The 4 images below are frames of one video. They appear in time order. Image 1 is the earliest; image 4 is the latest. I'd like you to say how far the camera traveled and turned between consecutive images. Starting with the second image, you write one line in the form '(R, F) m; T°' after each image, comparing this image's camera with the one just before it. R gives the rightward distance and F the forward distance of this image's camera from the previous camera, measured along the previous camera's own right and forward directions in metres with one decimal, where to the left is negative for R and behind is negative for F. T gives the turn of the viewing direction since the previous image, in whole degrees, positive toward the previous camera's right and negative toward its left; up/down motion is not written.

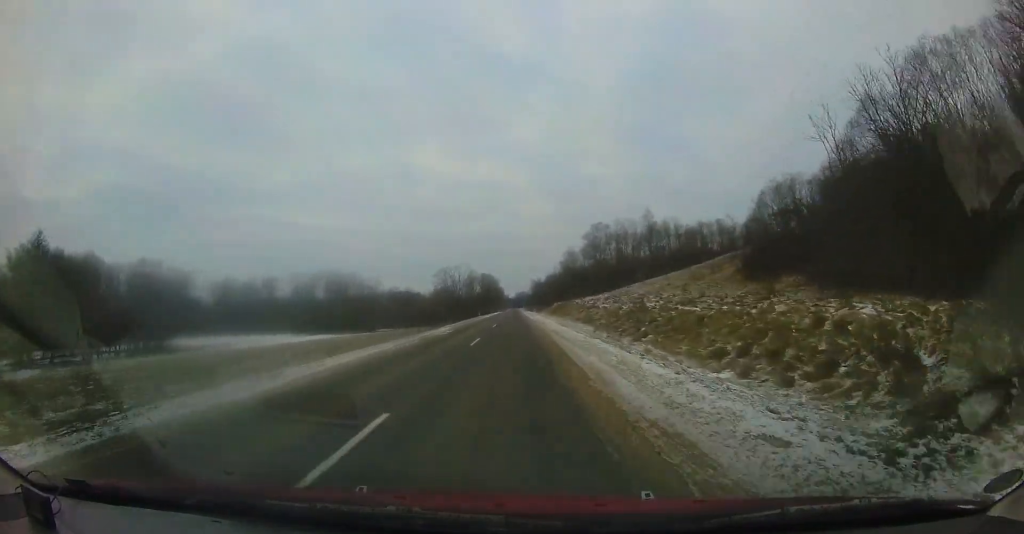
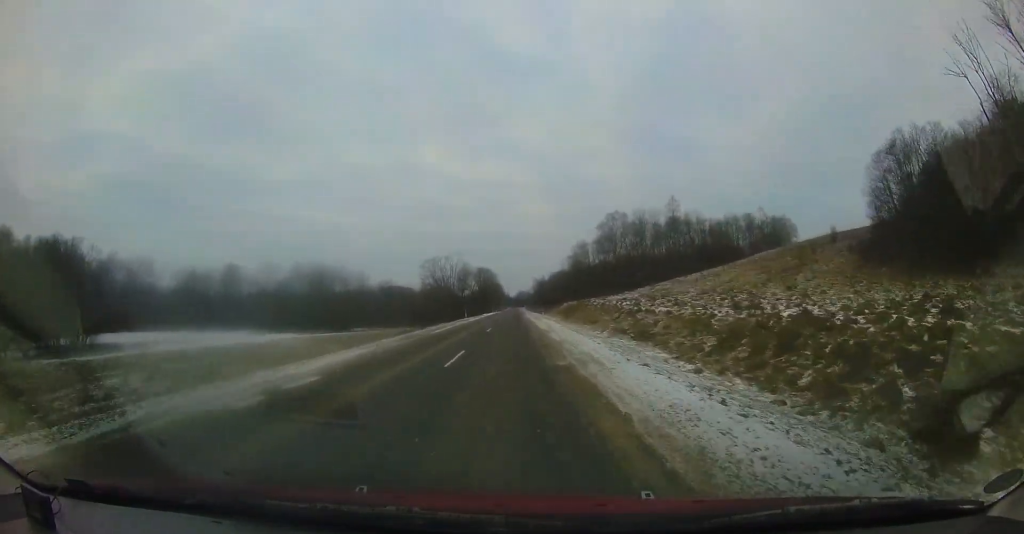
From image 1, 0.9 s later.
(-0.2, +16.9) m; -1°
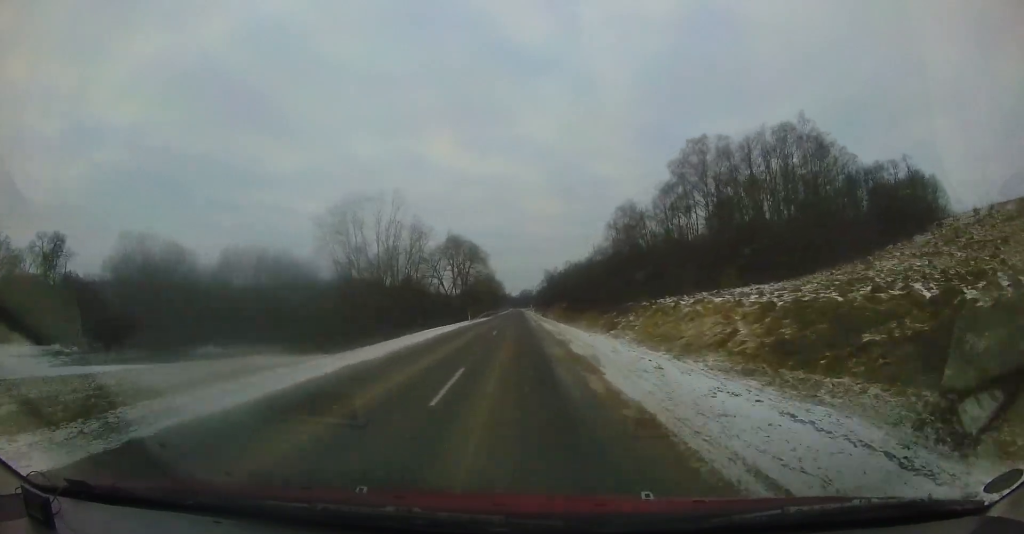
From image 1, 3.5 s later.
(-0.1, +51.7) m; 0°
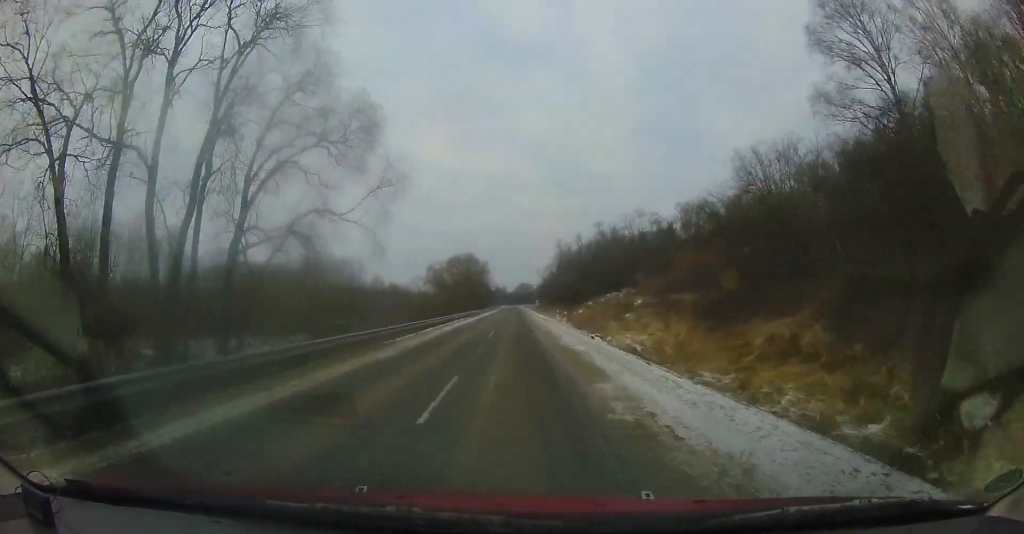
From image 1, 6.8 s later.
(+0.8, +61.3) m; +2°
